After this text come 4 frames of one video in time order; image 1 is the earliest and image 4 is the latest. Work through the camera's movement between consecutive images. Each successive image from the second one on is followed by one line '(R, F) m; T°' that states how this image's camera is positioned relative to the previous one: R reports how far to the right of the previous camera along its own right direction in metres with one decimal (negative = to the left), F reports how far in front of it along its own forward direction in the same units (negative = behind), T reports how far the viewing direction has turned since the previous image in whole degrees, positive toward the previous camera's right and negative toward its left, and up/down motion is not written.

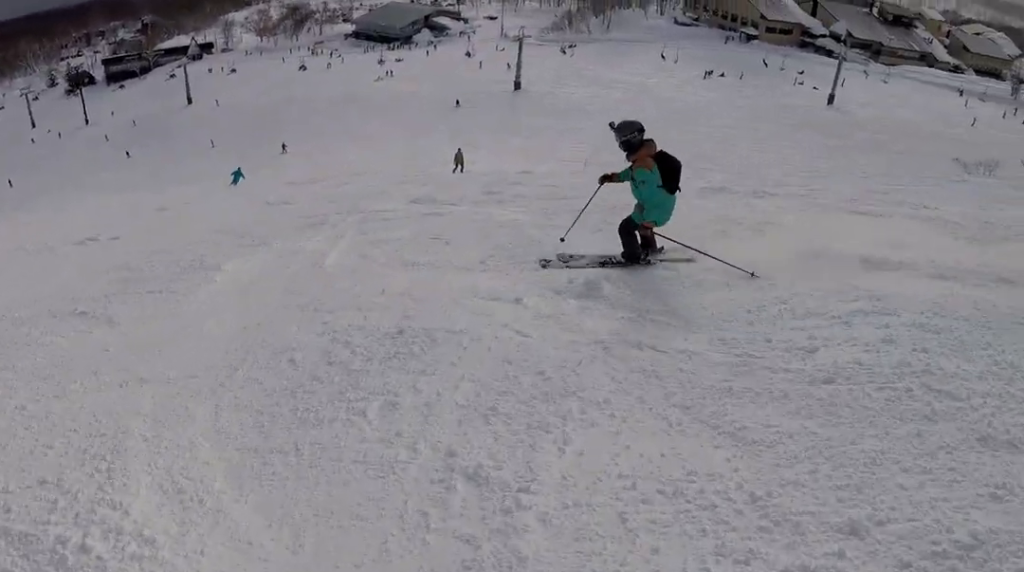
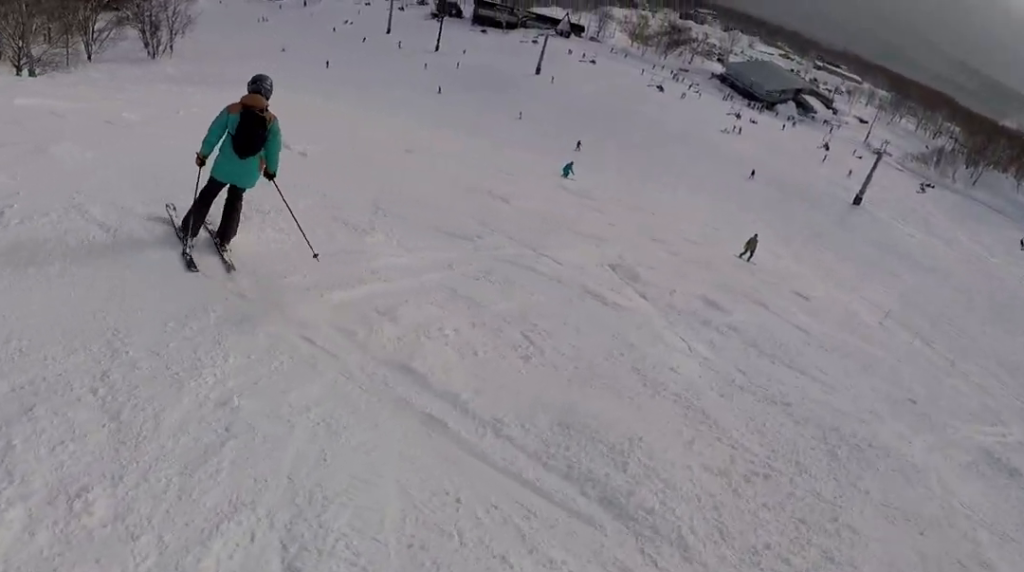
(-2.2, +4.0) m; -31°
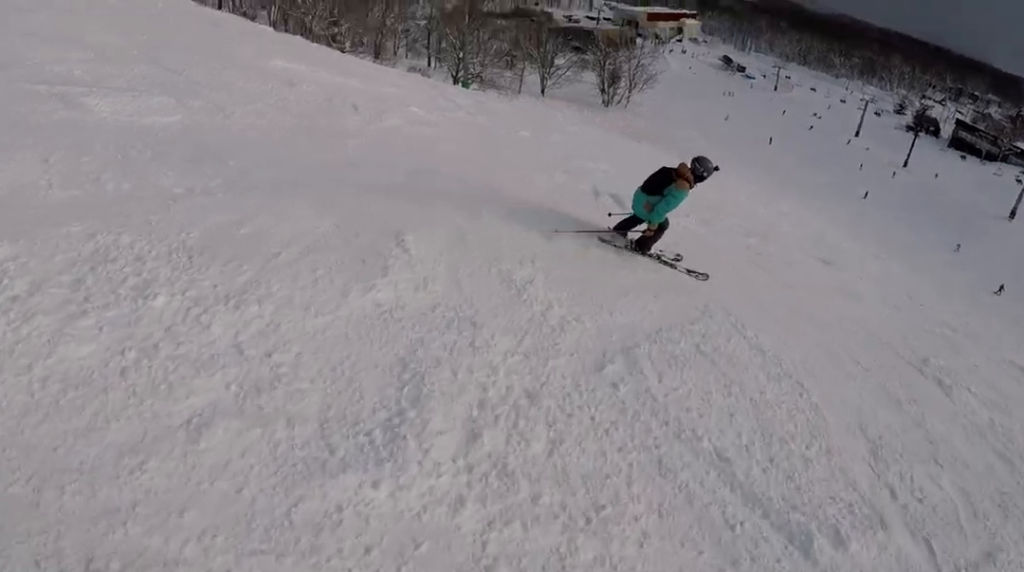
(-0.9, +6.2) m; -2°
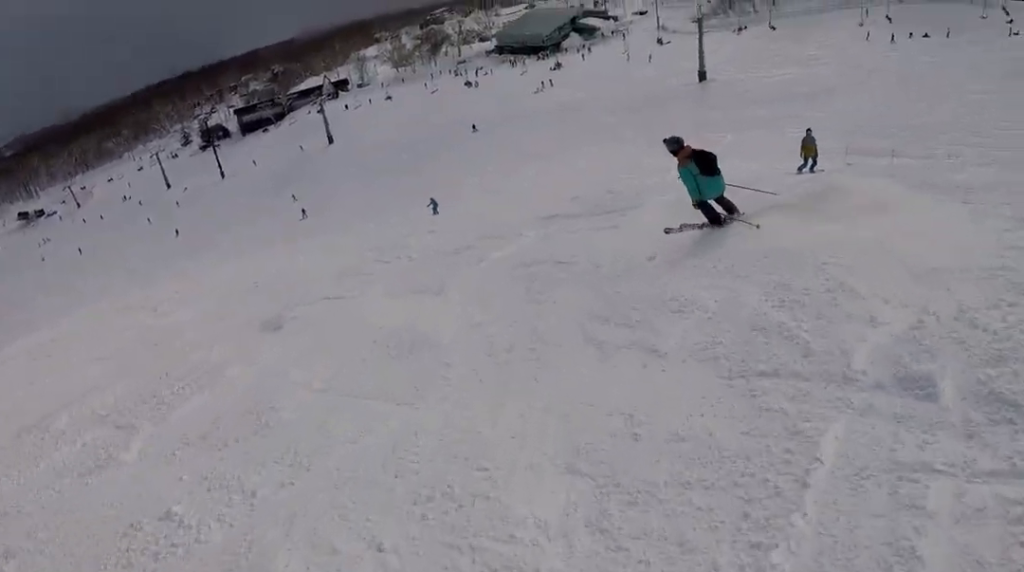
(+2.0, +9.4) m; +19°
